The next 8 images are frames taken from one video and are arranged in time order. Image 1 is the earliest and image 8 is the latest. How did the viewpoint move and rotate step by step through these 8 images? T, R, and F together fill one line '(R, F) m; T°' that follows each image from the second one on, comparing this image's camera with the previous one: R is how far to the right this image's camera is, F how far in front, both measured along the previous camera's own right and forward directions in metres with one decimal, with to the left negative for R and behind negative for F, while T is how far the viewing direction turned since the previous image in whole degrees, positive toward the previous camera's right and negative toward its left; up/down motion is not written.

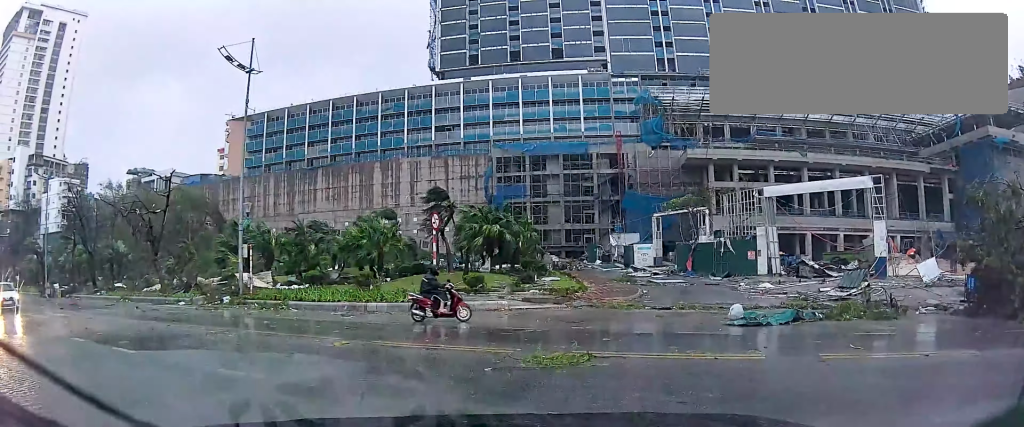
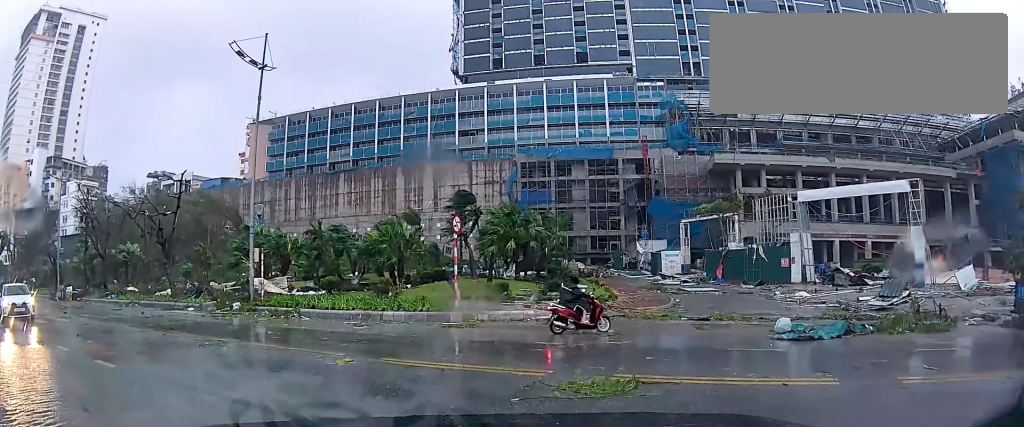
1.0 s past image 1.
(0.0, +1.7) m; -8°
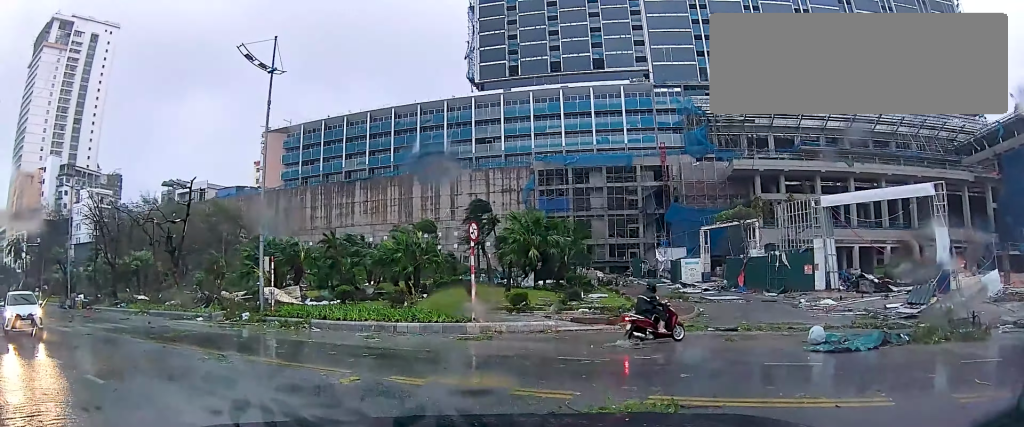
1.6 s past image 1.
(+0.1, +0.9) m; -9°
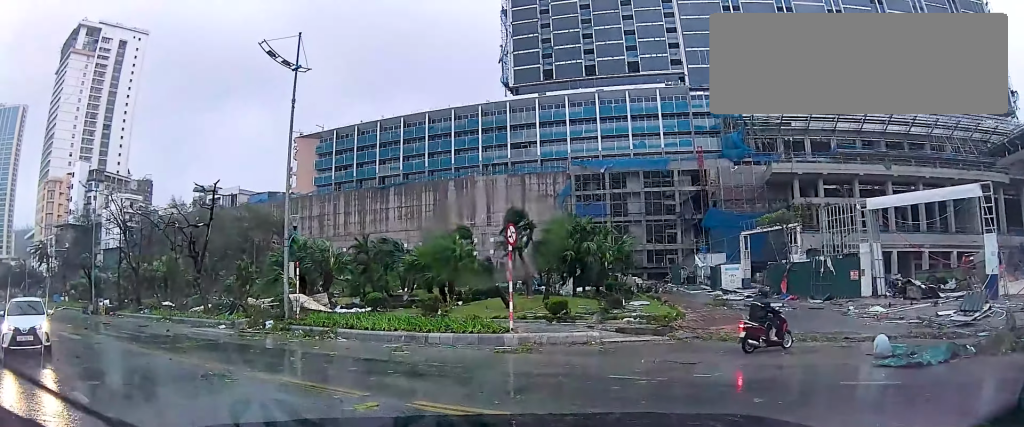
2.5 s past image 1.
(-0.3, +1.4) m; -10°
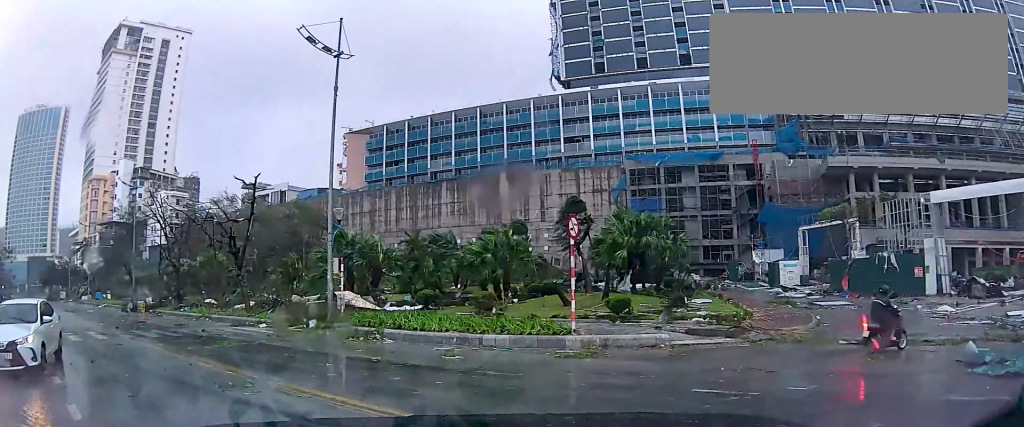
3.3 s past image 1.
(0.0, +1.7) m; -1°
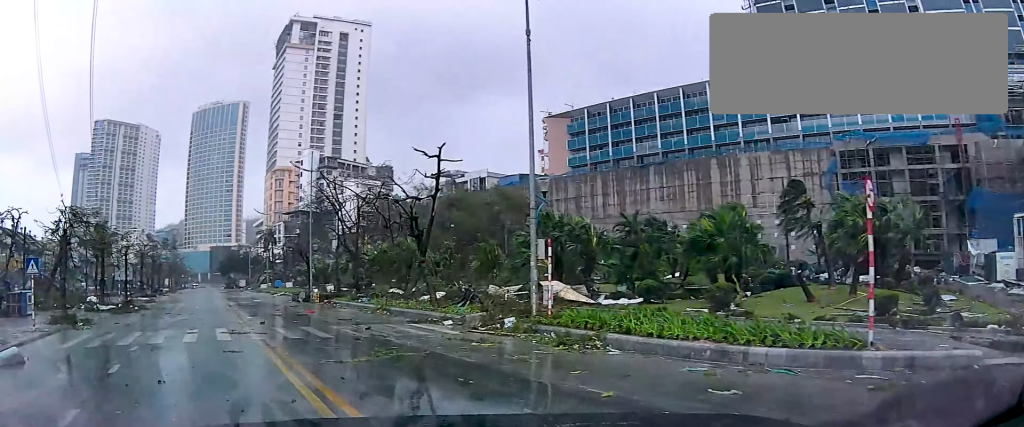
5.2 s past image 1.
(-0.4, +4.8) m; -15°
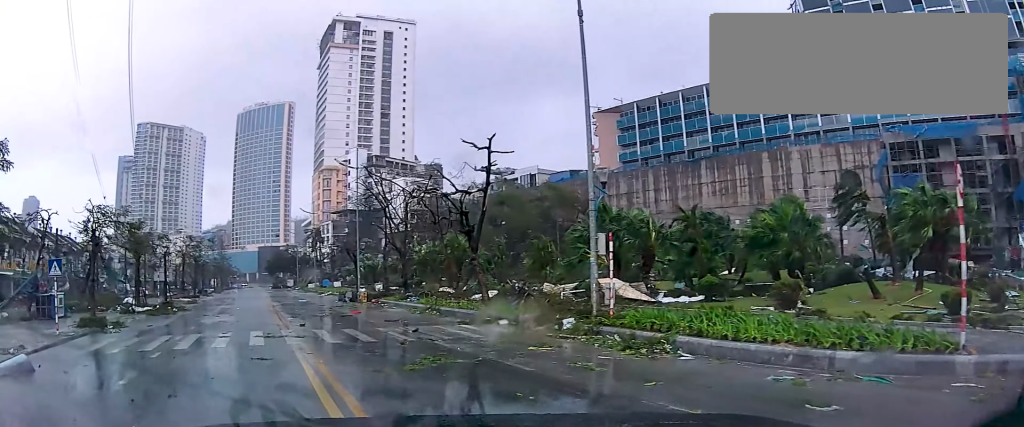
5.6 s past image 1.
(0.0, +1.0) m; -6°
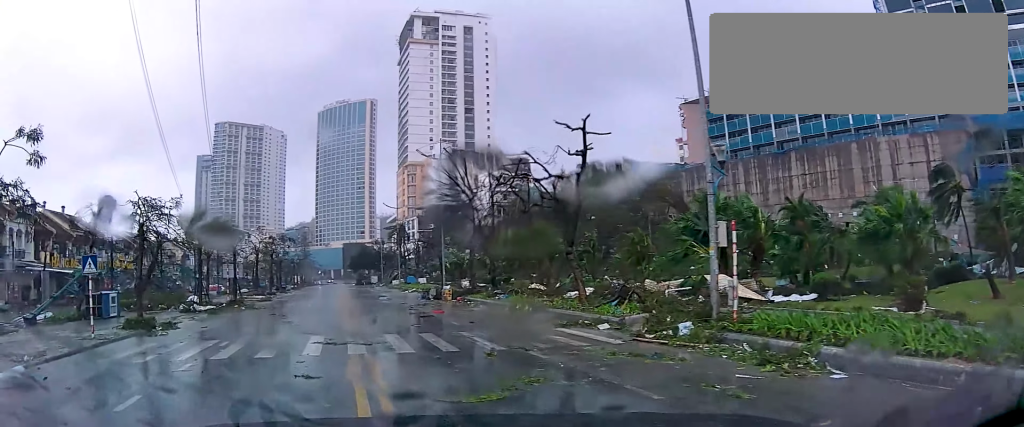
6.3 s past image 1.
(-0.2, +1.9) m; -15°
